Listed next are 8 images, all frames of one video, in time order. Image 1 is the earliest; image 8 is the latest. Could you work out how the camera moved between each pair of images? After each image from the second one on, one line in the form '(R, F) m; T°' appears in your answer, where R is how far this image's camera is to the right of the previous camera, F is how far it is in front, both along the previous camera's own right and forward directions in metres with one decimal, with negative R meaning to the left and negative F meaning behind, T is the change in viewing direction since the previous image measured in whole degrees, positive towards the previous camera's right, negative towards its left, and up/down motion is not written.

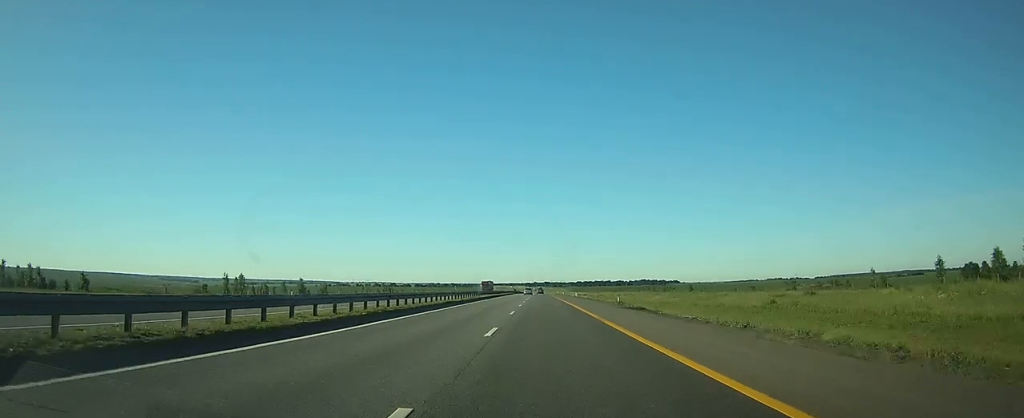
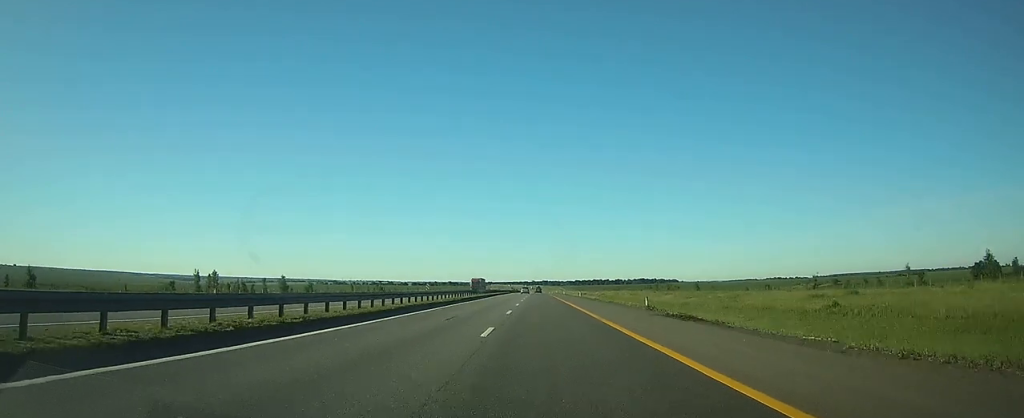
(0.0, +12.7) m; 0°
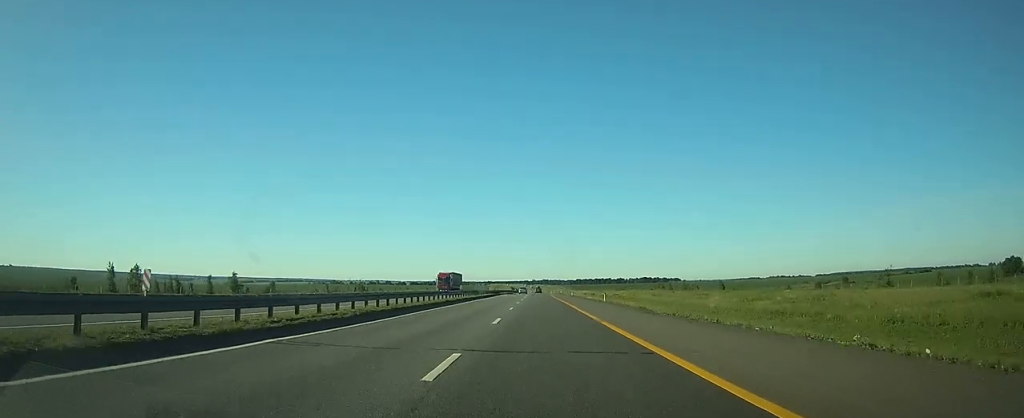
(0.0, +30.7) m; 0°
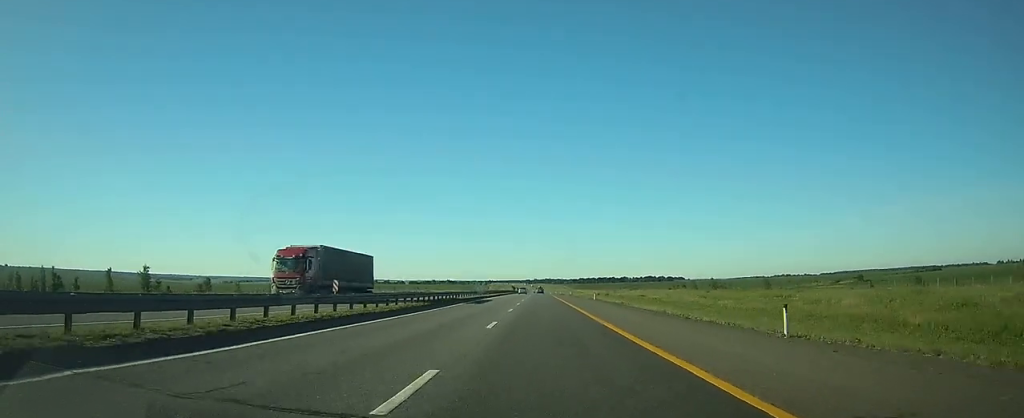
(-0.1, +38.3) m; 0°
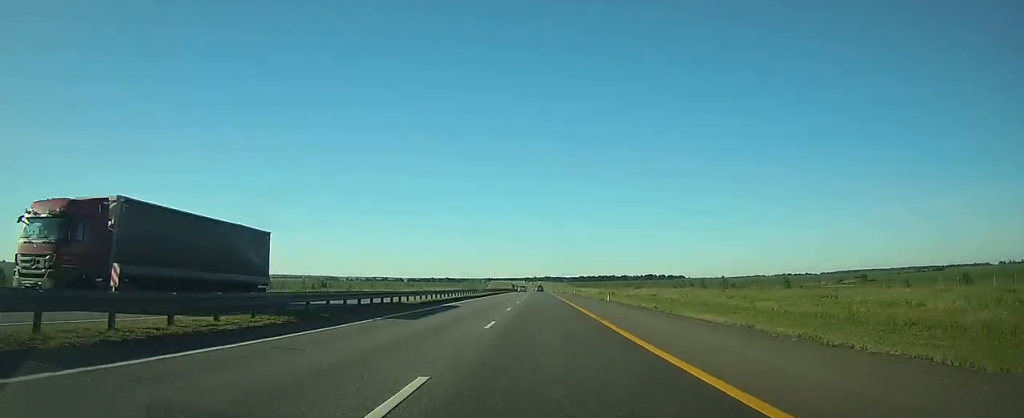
(0.0, +12.8) m; 0°
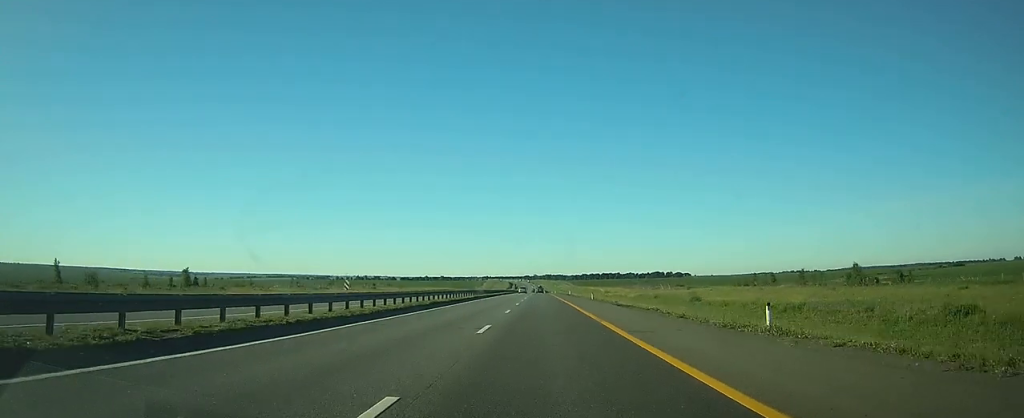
(+0.1, +85.7) m; 0°
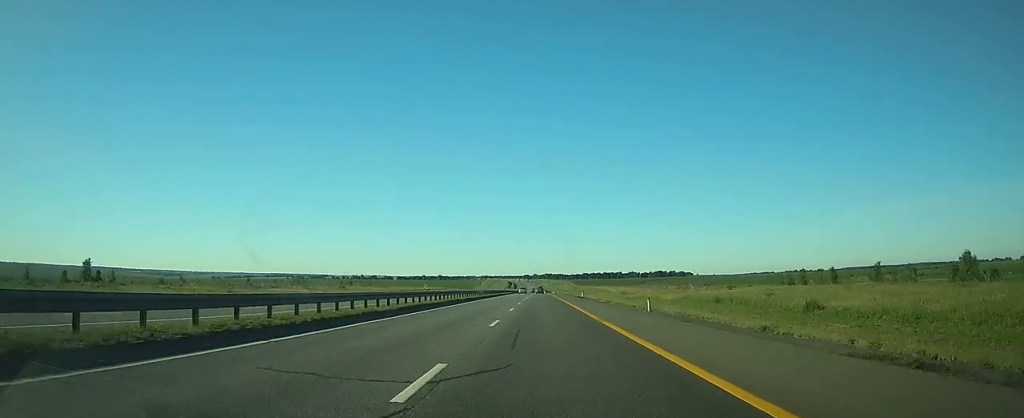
(0.0, +33.5) m; 0°
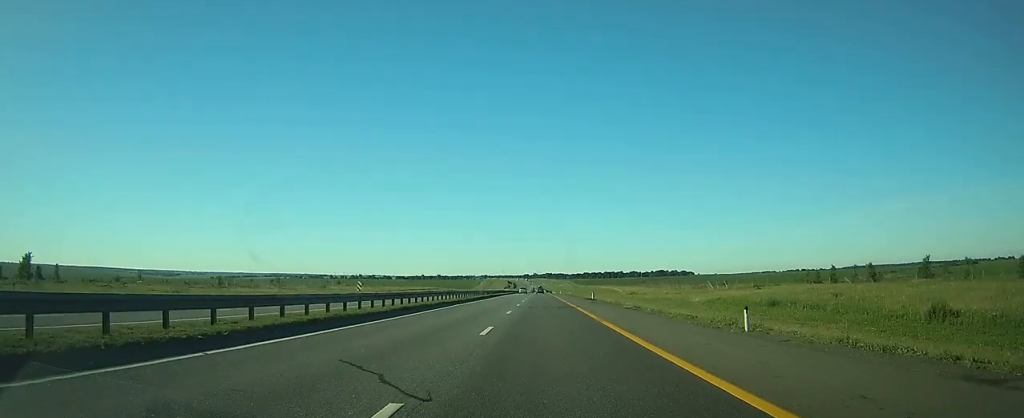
(0.0, +15.2) m; 0°
